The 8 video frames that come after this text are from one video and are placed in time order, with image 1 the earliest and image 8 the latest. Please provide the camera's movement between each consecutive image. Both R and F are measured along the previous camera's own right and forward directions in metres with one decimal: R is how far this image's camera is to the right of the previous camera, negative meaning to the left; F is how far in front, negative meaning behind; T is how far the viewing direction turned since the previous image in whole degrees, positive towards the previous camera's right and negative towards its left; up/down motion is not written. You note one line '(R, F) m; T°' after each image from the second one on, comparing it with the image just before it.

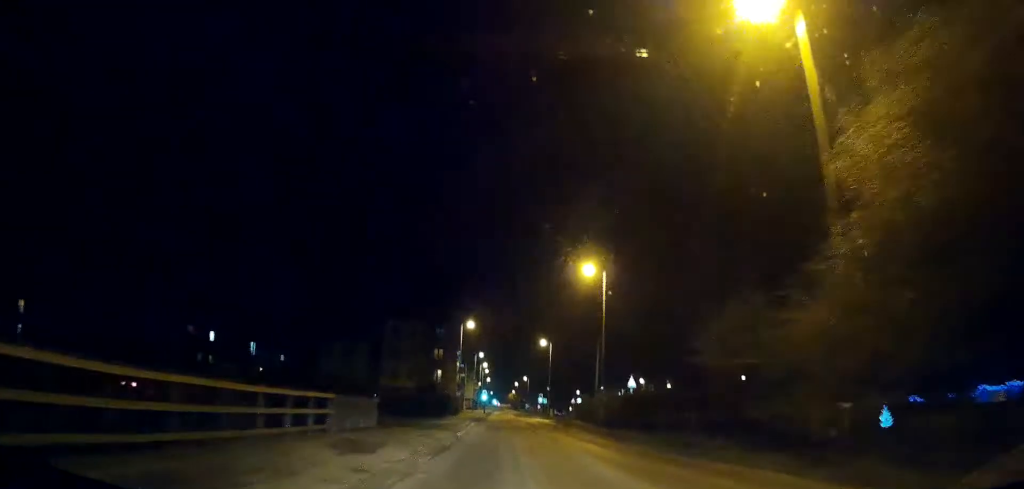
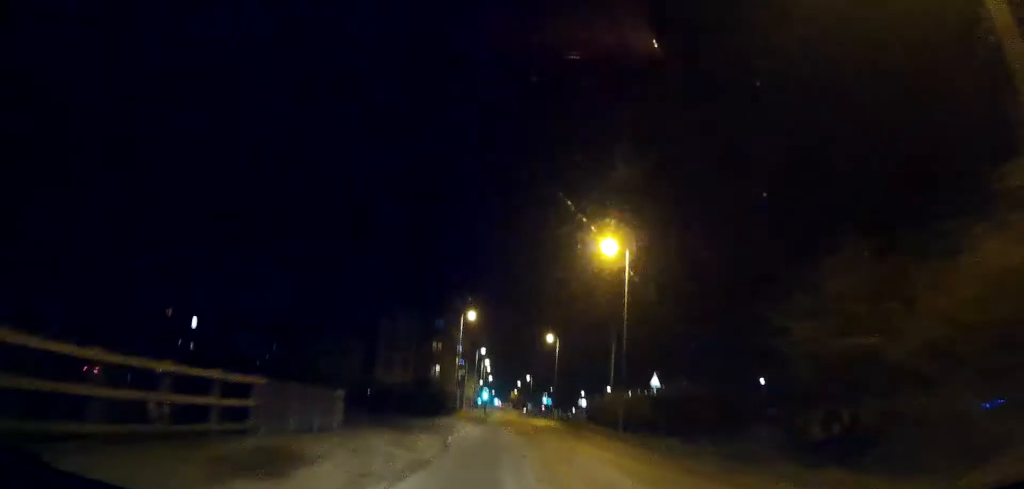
(0.0, +5.9) m; 0°
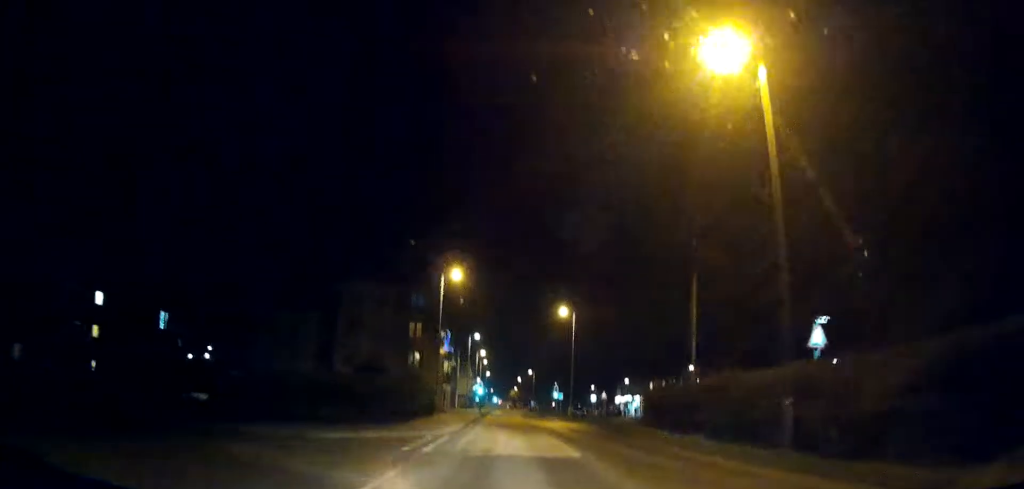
(+0.1, +19.5) m; +1°
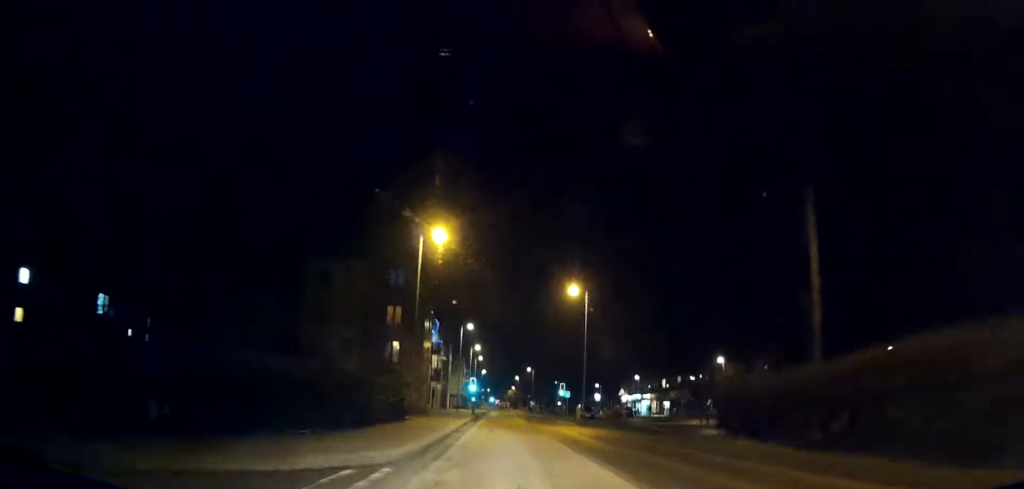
(+0.1, +10.8) m; 0°
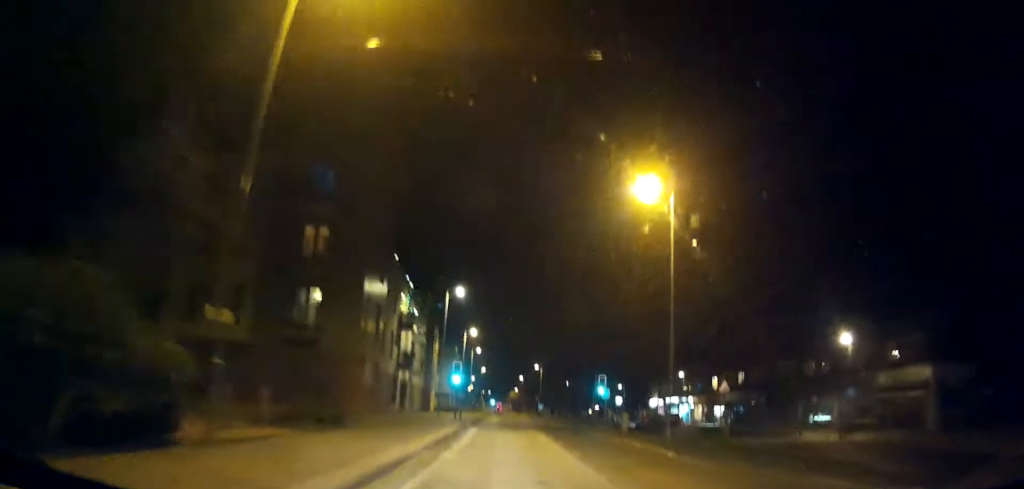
(0.0, +24.0) m; +1°
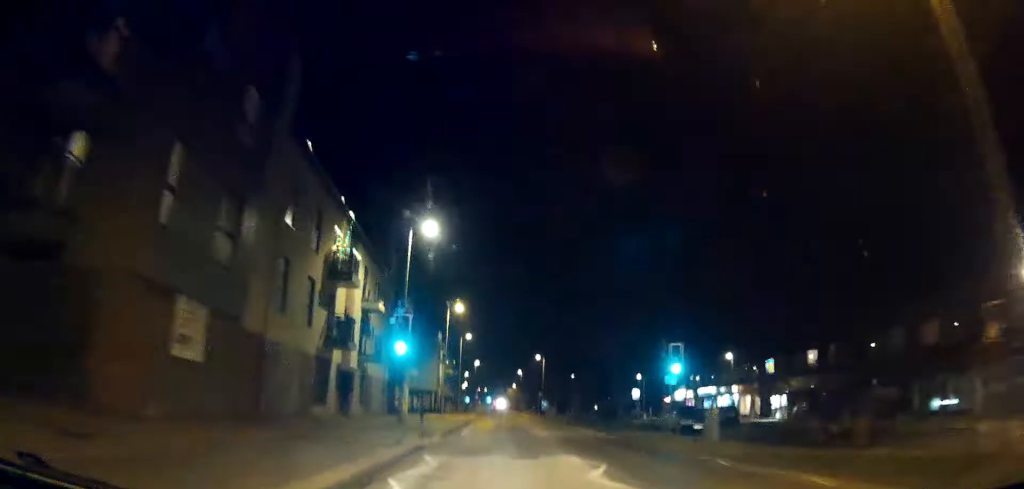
(+0.2, +18.0) m; 0°
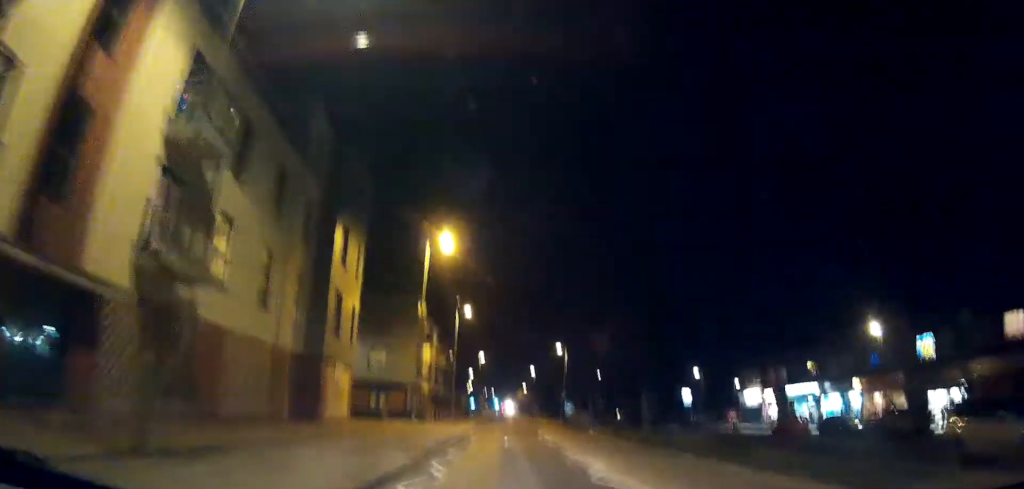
(-0.3, +23.9) m; -1°
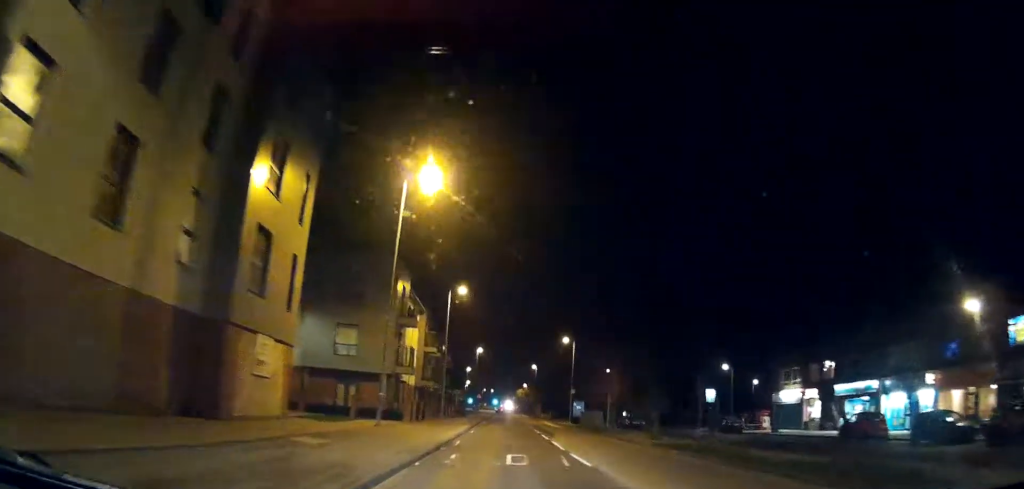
(+0.1, +9.4) m; -1°
